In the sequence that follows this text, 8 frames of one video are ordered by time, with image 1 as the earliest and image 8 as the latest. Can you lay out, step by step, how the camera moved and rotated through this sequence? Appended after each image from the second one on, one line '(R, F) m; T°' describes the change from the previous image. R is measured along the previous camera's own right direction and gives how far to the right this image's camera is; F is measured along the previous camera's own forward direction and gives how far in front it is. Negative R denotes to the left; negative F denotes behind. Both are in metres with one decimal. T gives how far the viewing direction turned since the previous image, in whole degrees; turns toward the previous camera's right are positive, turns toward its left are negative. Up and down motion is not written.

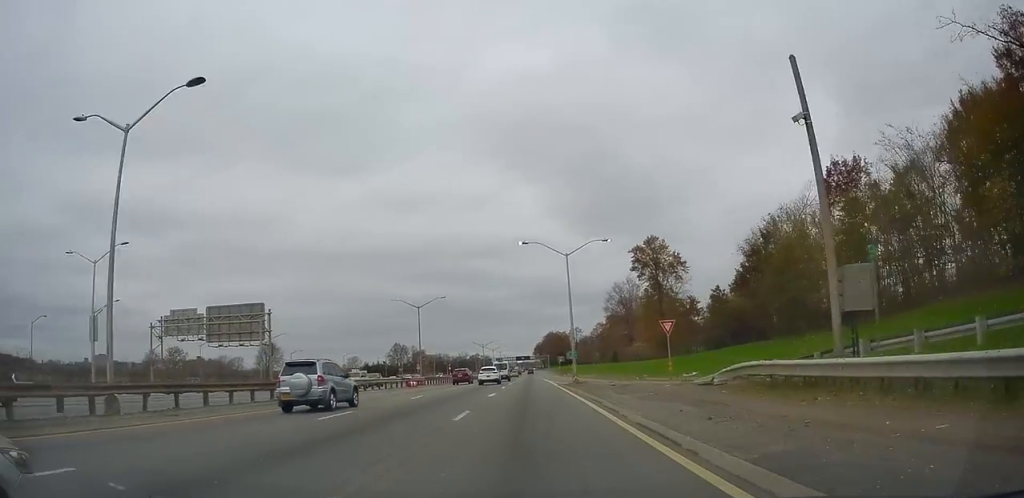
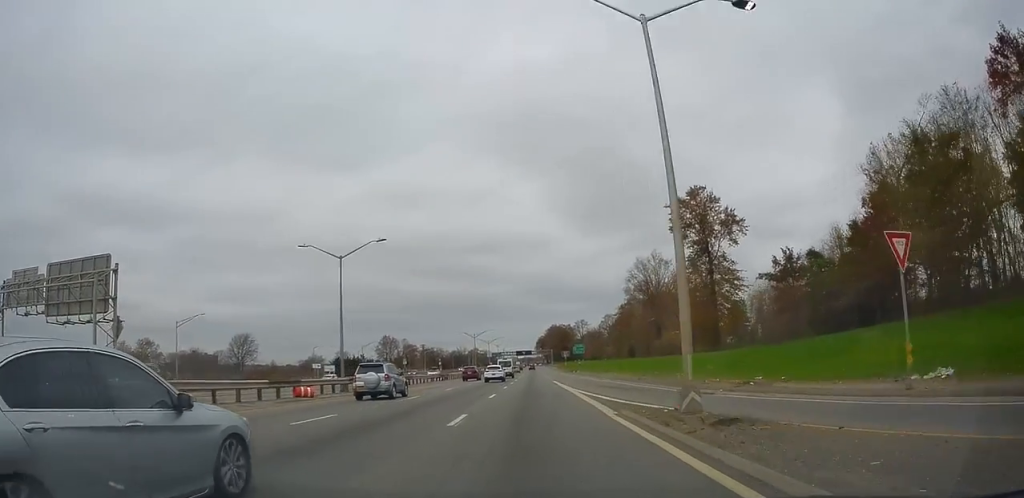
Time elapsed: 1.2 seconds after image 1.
(-0.2, +26.8) m; 0°
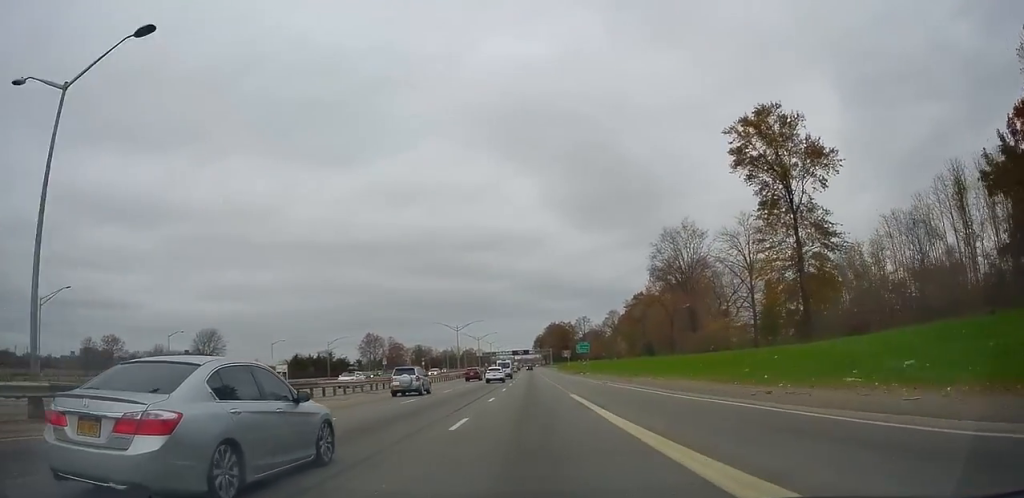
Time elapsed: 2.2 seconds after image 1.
(0.0, +24.4) m; 0°
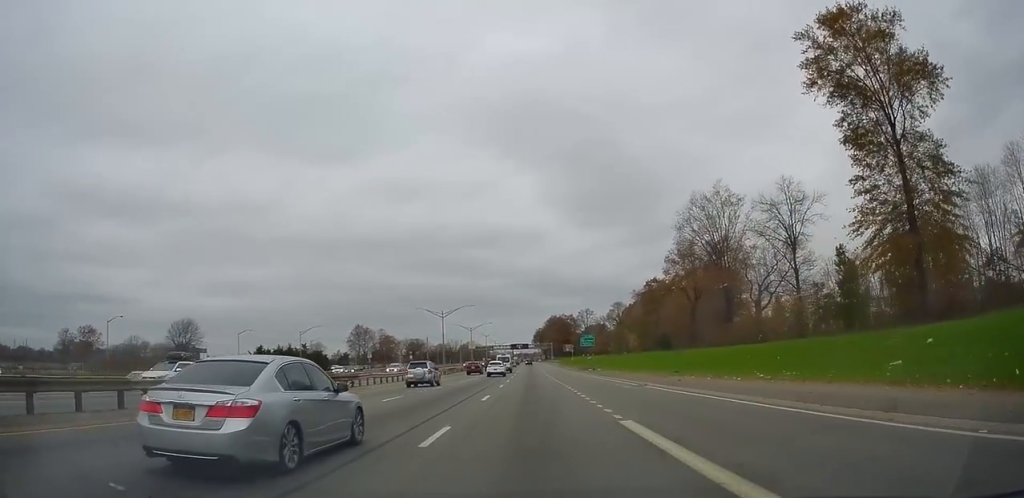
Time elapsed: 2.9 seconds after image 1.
(0.0, +15.5) m; 0°
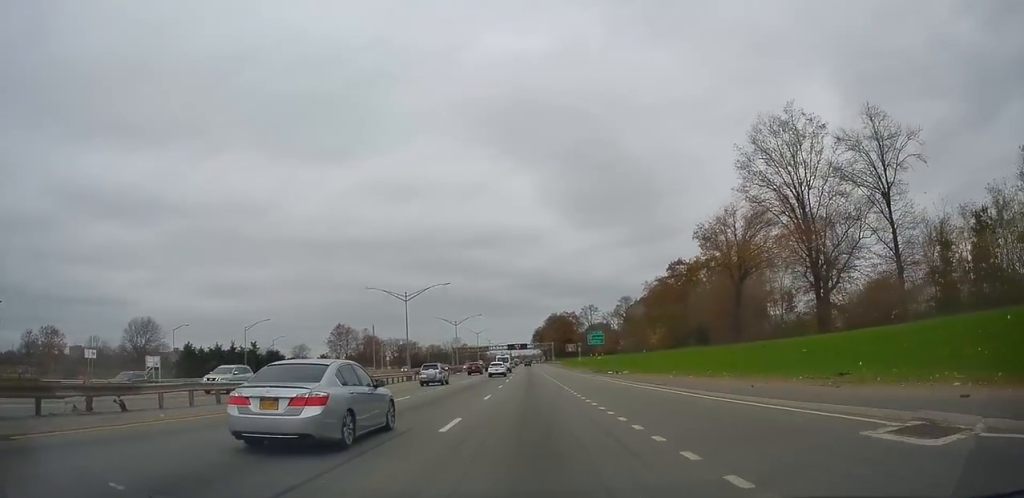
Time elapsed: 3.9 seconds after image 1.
(0.0, +22.3) m; 0°
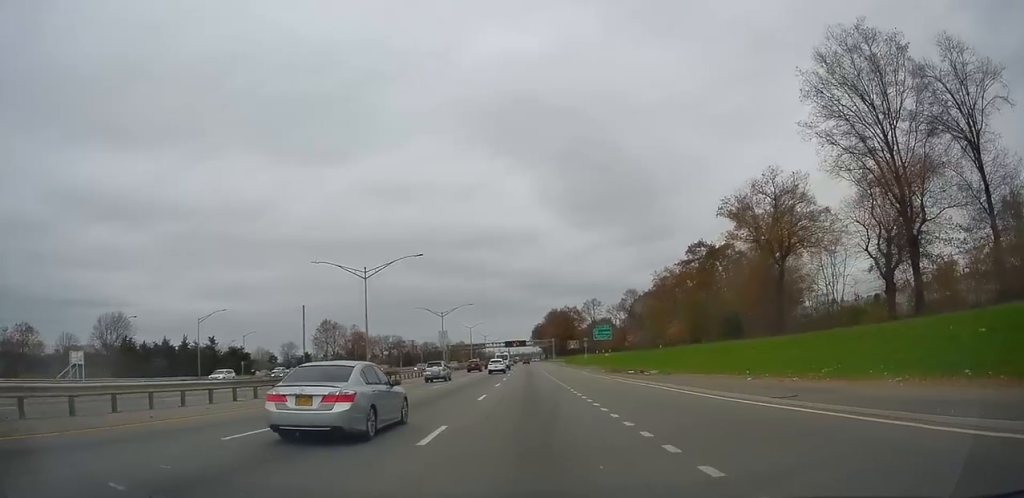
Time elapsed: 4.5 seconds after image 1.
(0.0, +13.6) m; 0°
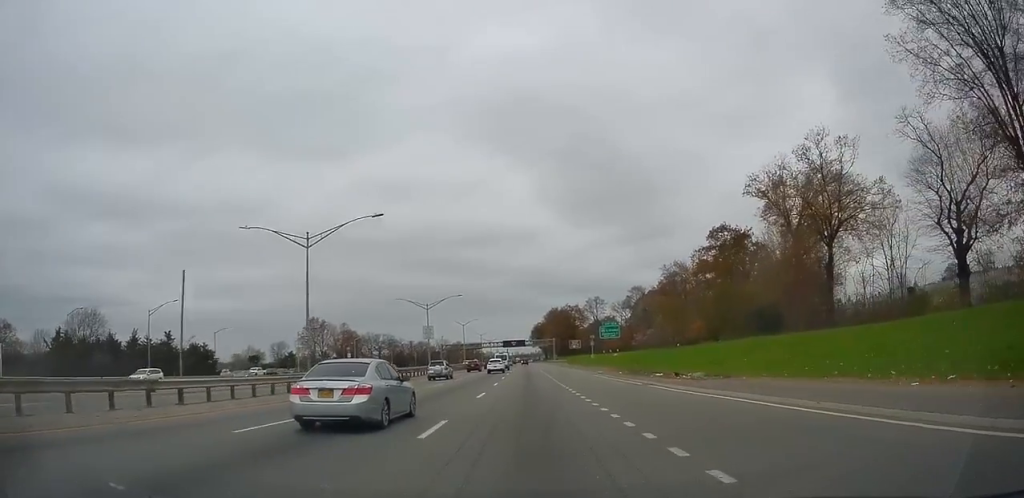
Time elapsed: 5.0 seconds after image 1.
(0.0, +11.3) m; 0°
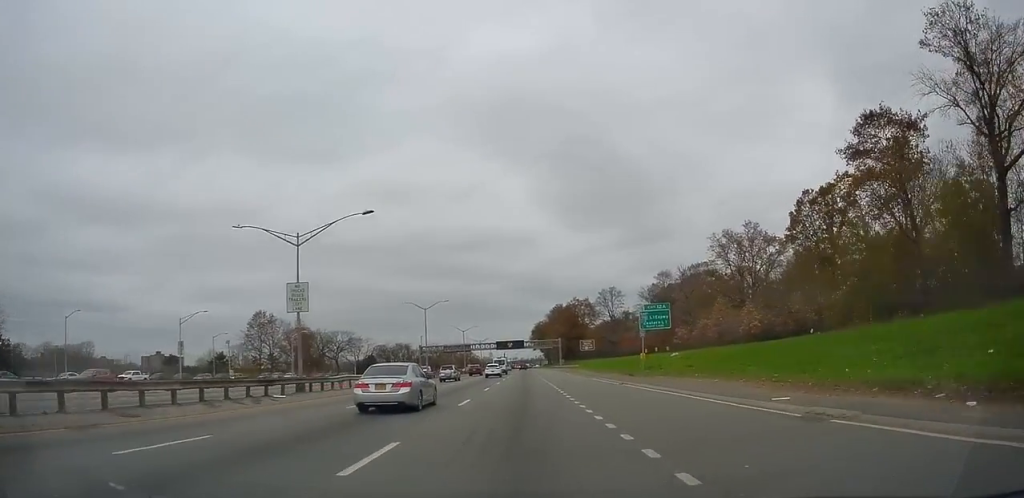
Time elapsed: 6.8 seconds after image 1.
(+0.6, +40.4) m; +2°
